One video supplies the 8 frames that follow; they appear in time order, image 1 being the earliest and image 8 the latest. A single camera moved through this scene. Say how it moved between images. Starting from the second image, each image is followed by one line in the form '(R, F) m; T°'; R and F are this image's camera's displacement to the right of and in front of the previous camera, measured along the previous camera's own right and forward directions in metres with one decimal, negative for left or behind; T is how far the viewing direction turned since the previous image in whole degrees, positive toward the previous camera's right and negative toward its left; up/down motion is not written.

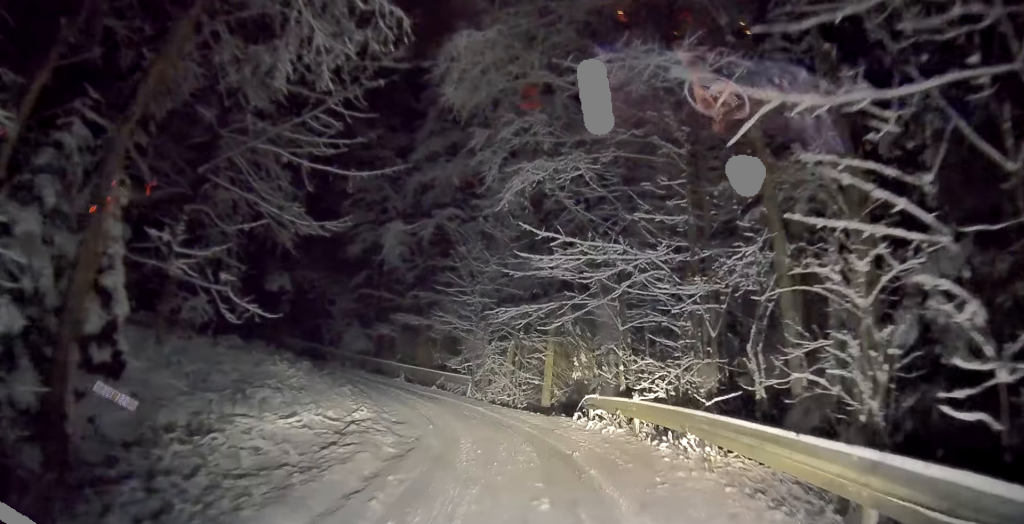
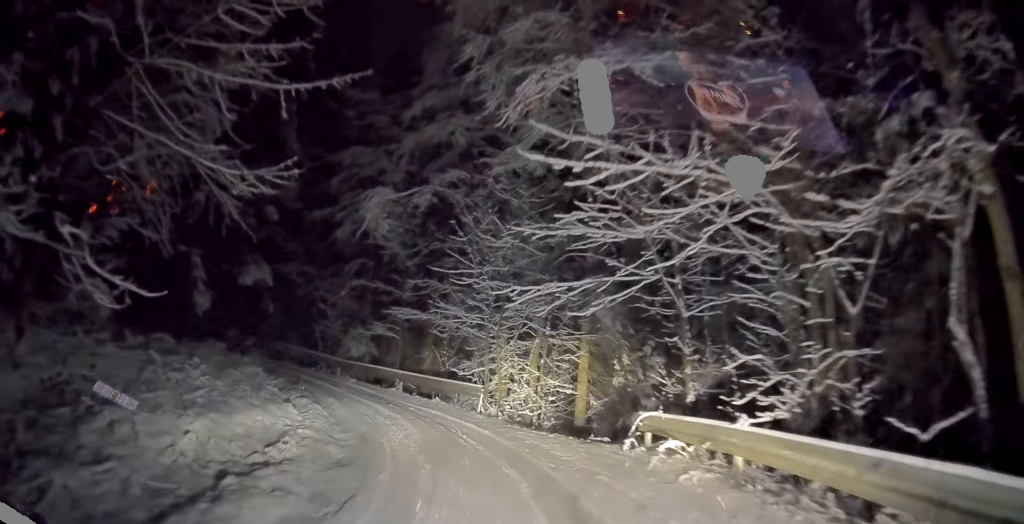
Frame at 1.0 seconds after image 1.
(-0.5, +5.2) m; -10°
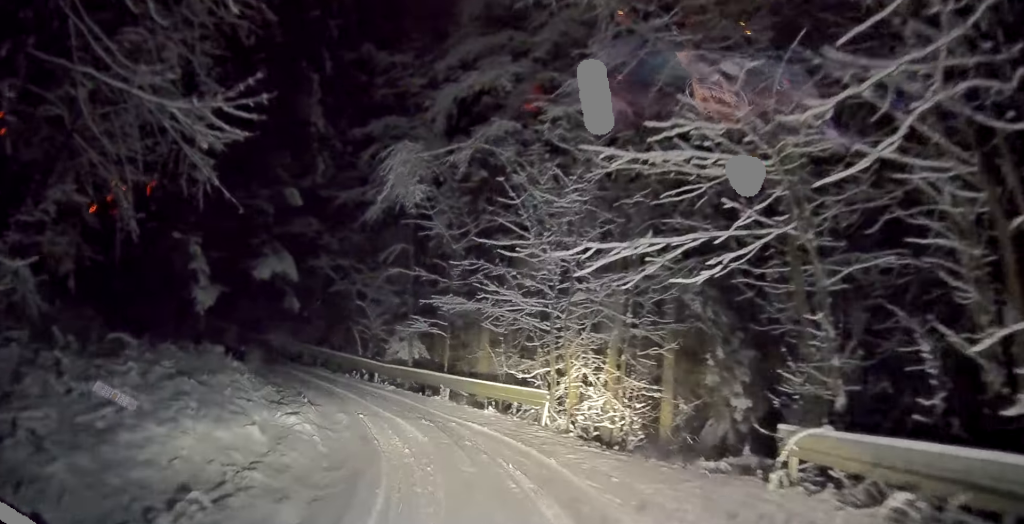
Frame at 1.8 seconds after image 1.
(-0.3, +4.0) m; -6°
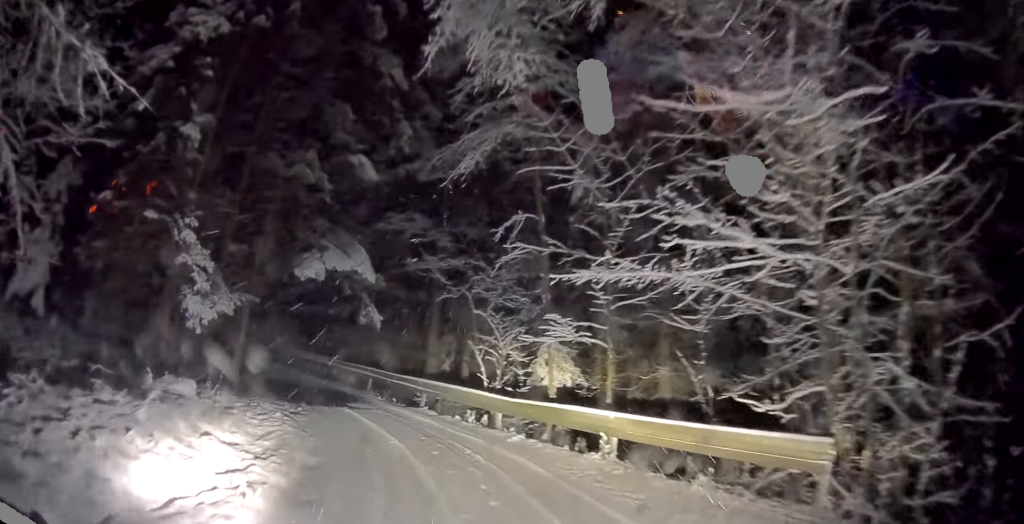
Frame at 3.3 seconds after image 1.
(-0.4, +7.8) m; -4°
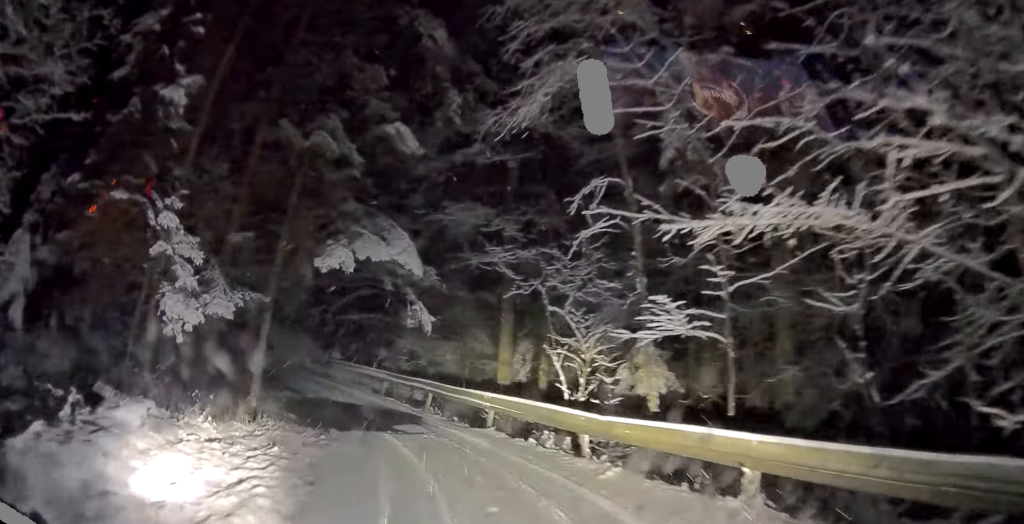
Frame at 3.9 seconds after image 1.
(+0.2, +3.3) m; -3°
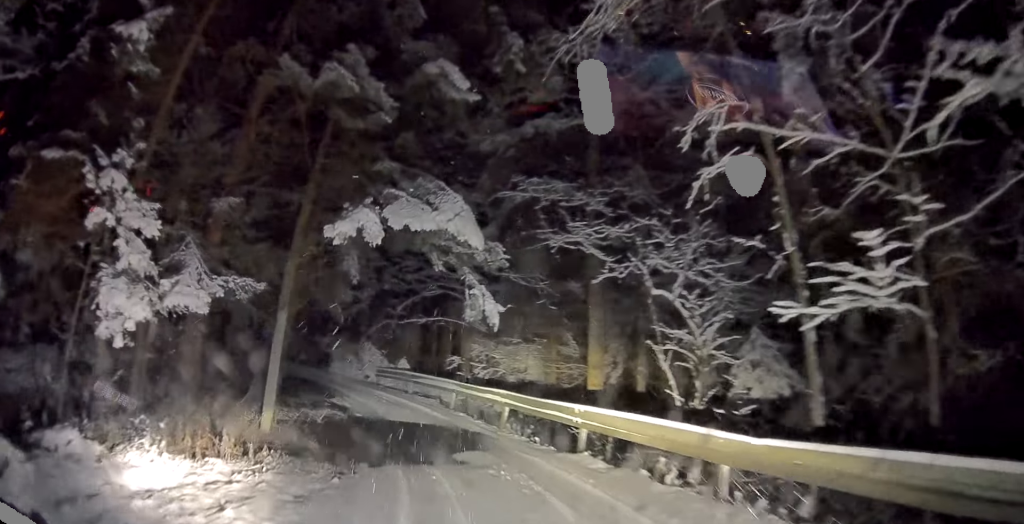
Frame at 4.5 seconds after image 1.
(-0.4, +3.7) m; -2°
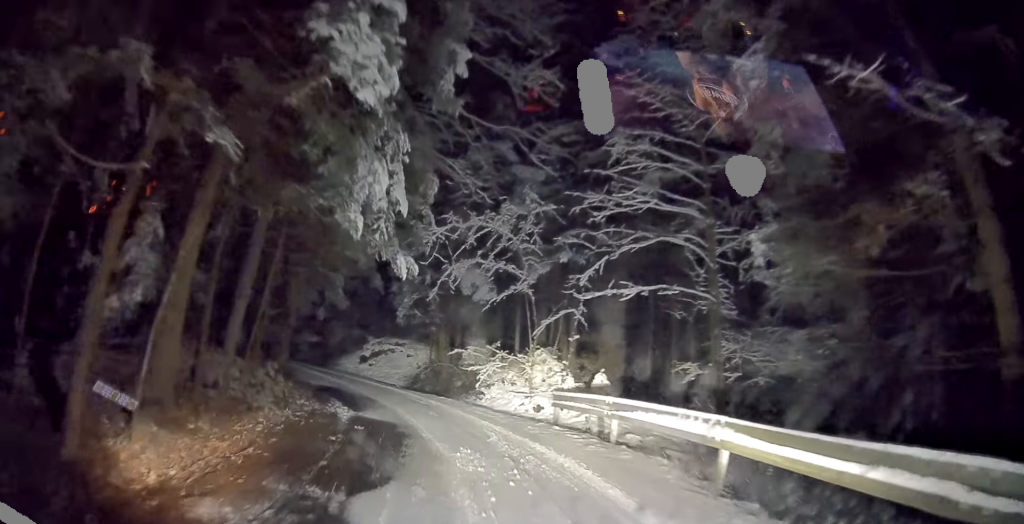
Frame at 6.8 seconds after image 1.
(-0.3, +13.7) m; -7°
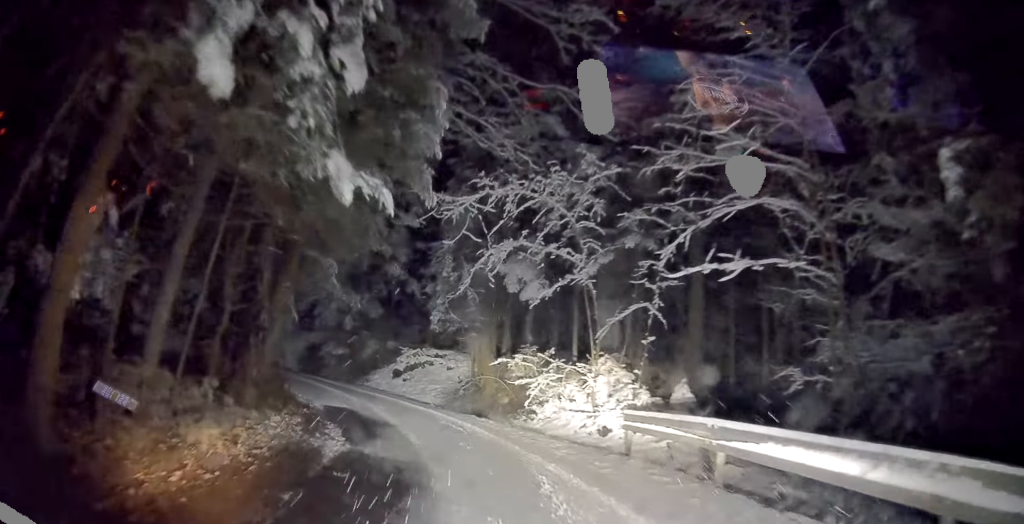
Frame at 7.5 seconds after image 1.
(-0.3, +3.7) m; -5°
